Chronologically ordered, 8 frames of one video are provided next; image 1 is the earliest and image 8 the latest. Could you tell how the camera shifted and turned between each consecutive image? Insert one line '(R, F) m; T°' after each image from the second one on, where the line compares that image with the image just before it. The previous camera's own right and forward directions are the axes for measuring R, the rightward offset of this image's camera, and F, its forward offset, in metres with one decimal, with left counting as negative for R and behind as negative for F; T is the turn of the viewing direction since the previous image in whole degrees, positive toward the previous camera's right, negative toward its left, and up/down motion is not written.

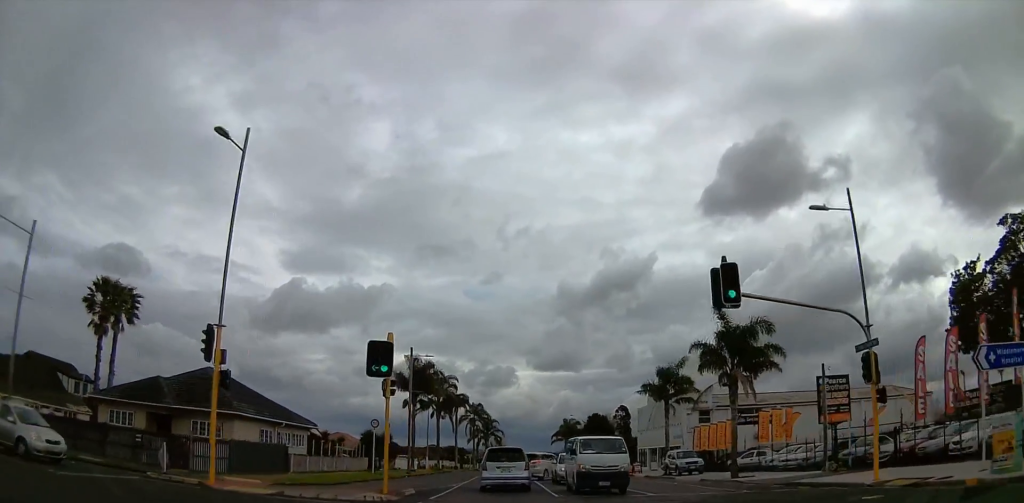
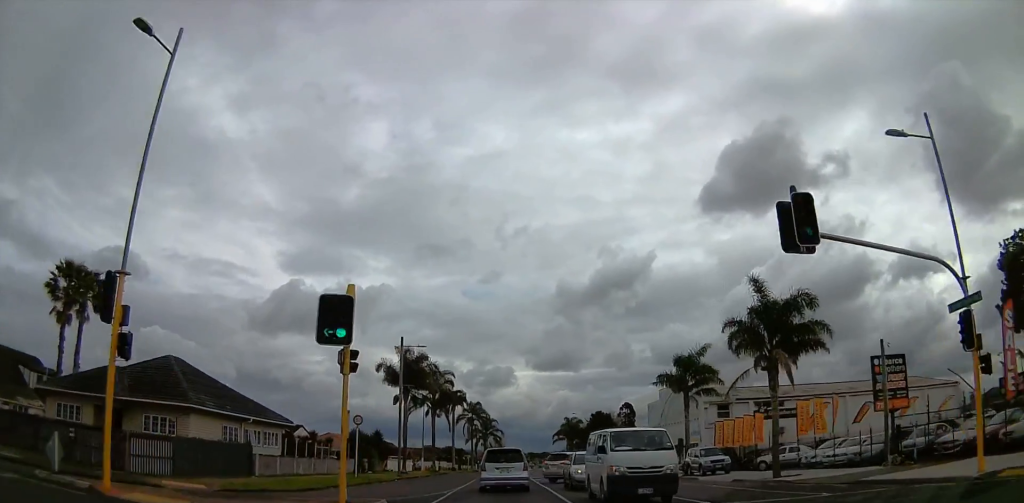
(+0.2, +5.3) m; 0°
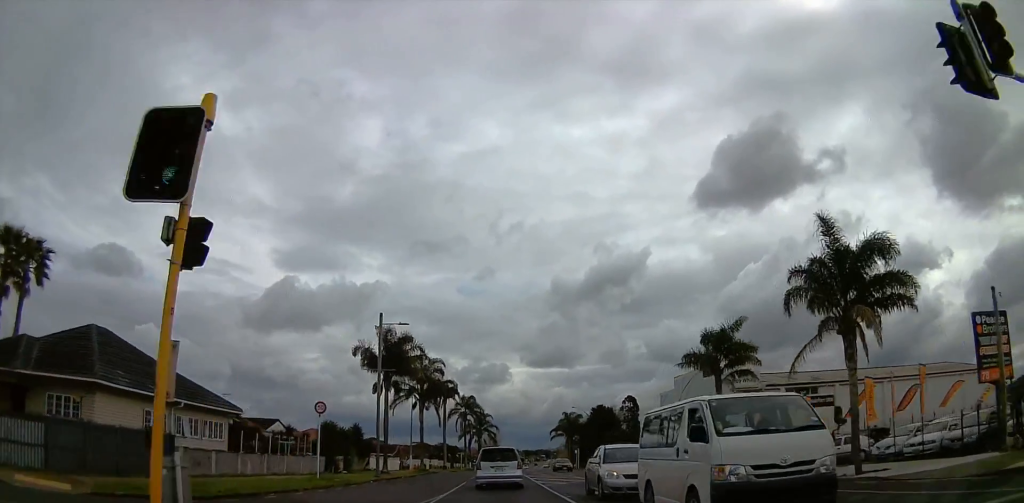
(-0.3, +7.7) m; -2°
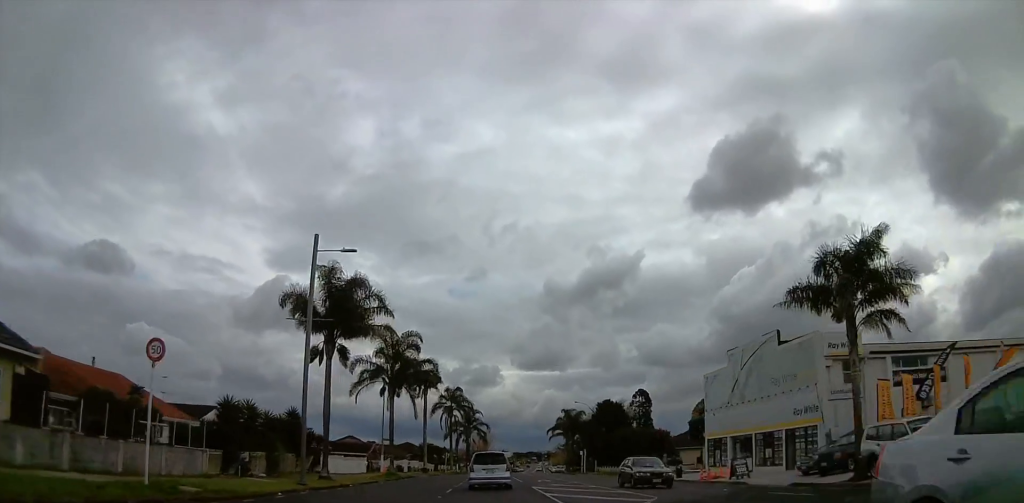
(+0.3, +16.4) m; +2°
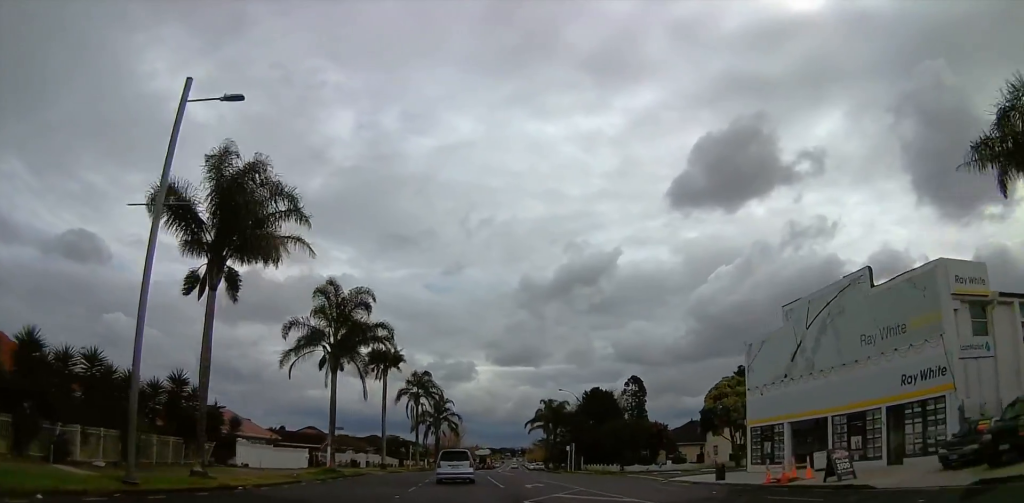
(-0.1, +13.1) m; -1°
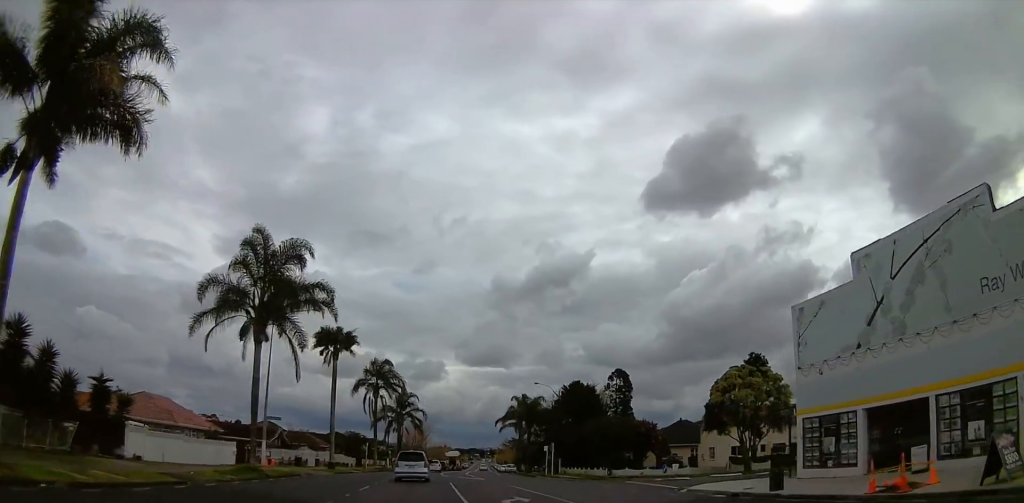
(0.0, +9.7) m; +2°
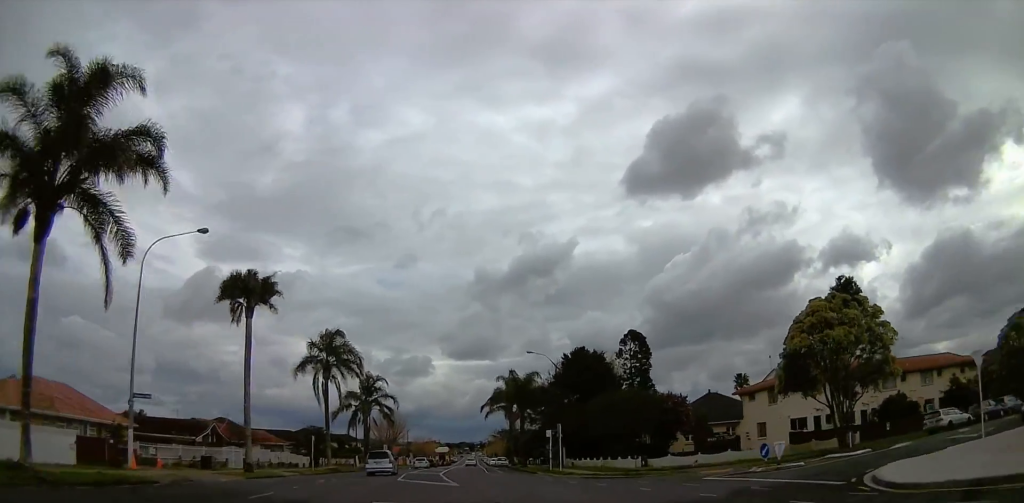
(+1.1, +16.8) m; +5°
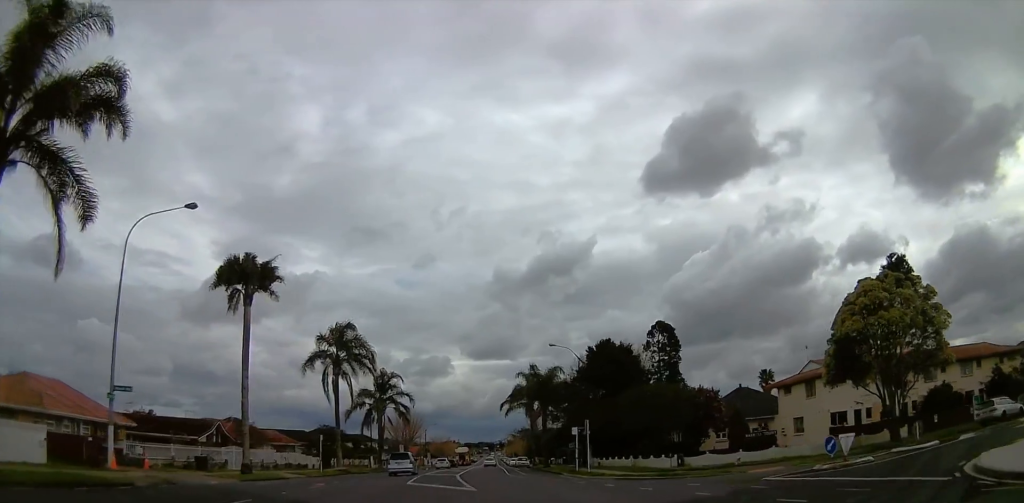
(0.0, +3.3) m; 0°
